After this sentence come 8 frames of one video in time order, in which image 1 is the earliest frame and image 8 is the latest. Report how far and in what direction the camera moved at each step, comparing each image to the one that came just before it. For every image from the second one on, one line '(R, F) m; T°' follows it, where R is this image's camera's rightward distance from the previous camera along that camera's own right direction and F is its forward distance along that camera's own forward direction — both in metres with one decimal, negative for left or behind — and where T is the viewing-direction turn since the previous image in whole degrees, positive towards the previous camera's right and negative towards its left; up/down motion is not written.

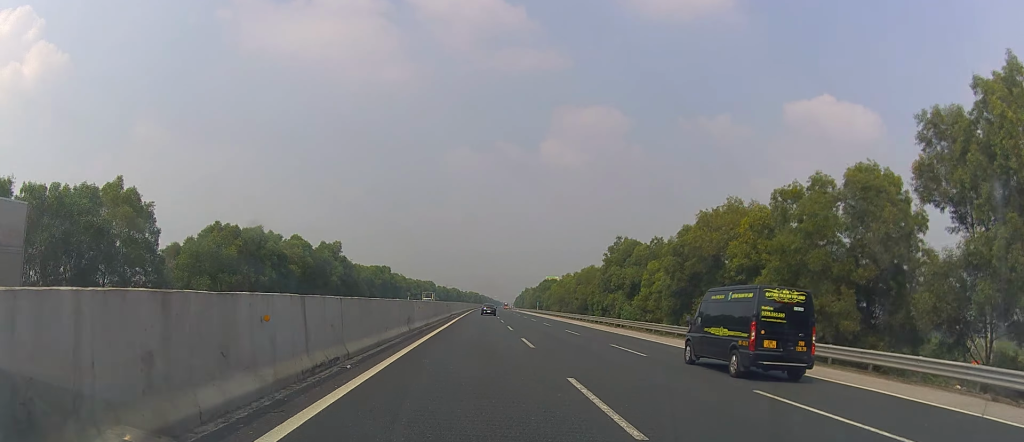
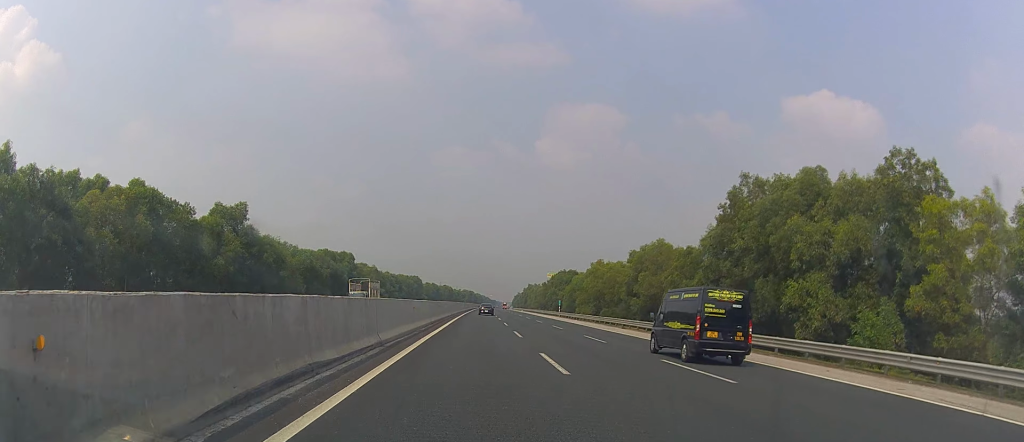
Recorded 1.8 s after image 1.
(+0.8, +55.0) m; +2°
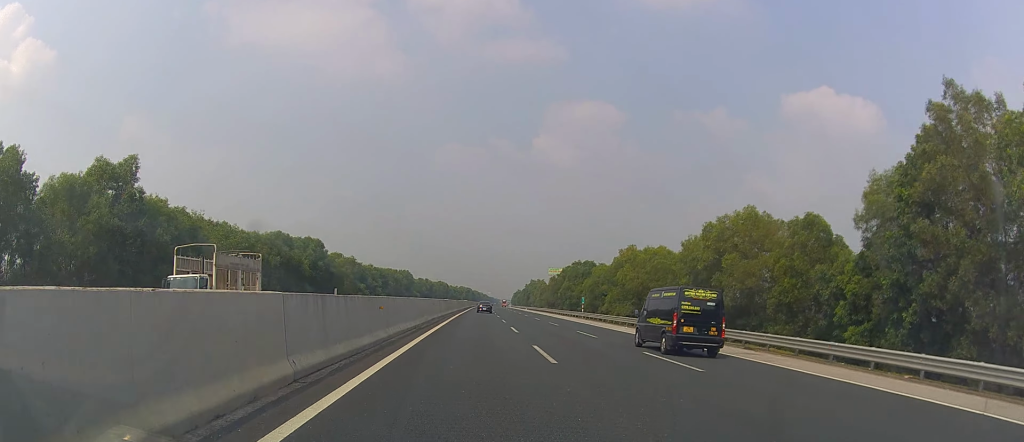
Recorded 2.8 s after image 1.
(+0.2, +28.8) m; 0°
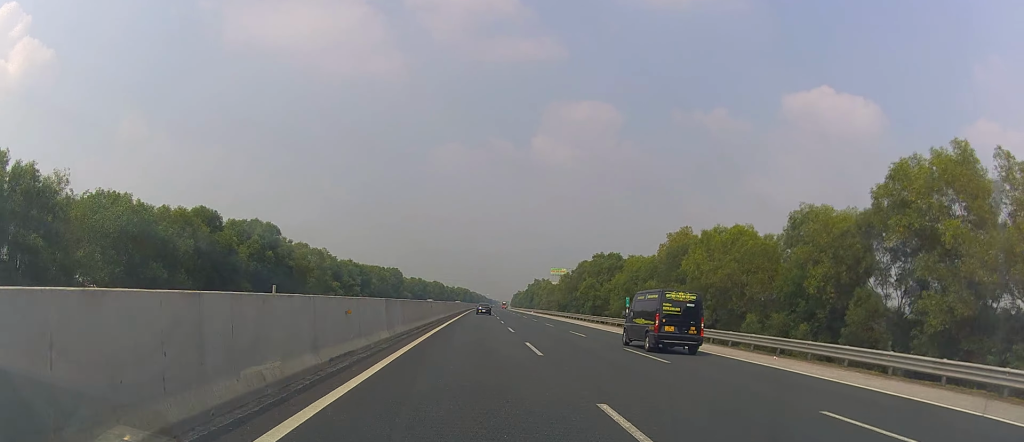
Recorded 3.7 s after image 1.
(-0.2, +27.7) m; 0°
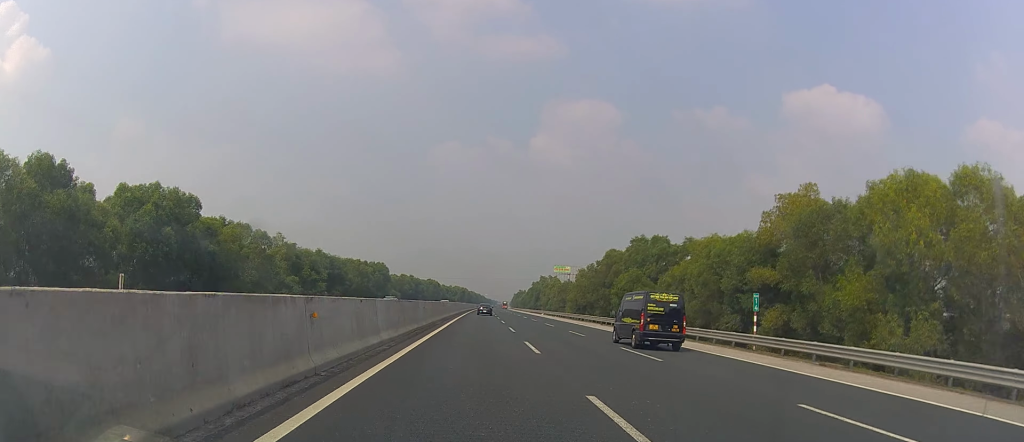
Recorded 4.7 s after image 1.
(-0.1, +30.2) m; 0°
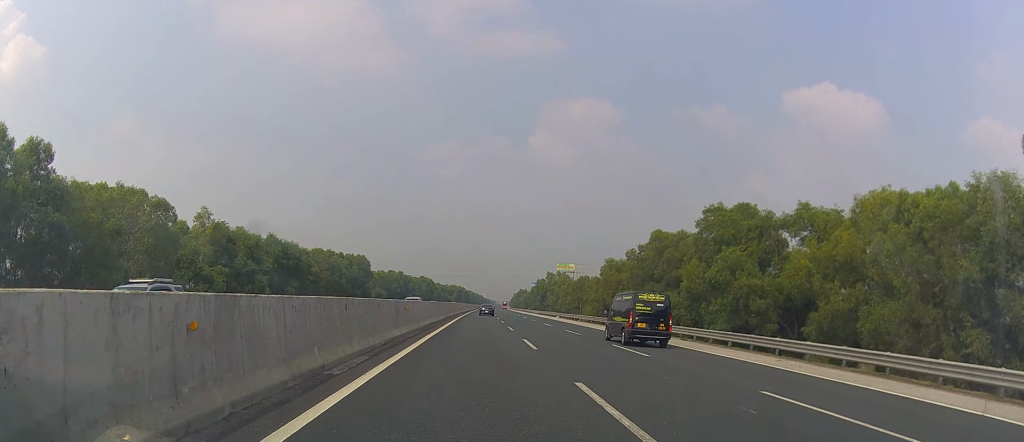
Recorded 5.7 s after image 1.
(+0.3, +29.1) m; 0°
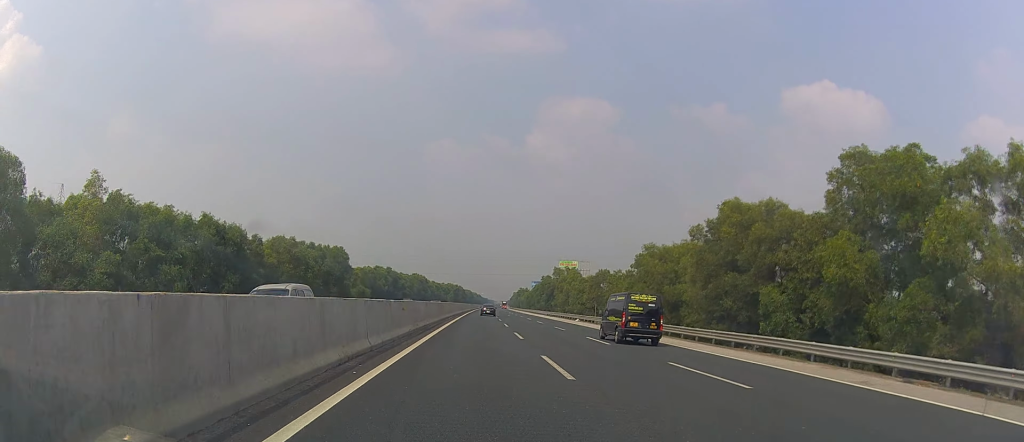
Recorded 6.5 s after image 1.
(-0.1, +24.4) m; 0°
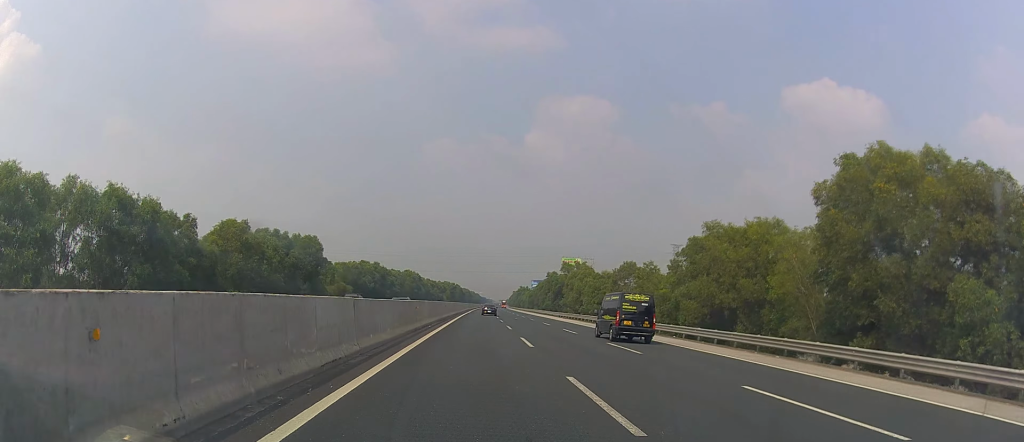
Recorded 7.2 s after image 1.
(0.0, +22.0) m; +1°
